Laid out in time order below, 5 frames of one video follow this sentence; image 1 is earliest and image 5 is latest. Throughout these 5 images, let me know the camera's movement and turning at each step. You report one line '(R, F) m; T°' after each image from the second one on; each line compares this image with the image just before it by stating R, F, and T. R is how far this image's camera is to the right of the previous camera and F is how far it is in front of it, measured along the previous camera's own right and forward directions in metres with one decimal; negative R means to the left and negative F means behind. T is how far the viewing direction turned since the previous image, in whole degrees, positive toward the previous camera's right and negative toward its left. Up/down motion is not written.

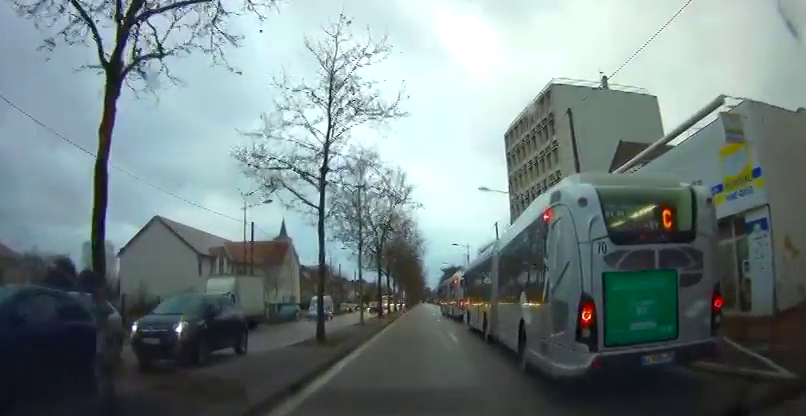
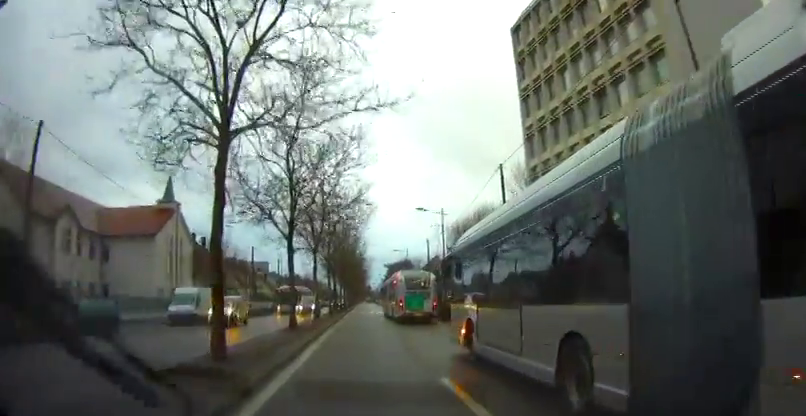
(+2.6, +22.7) m; +10°
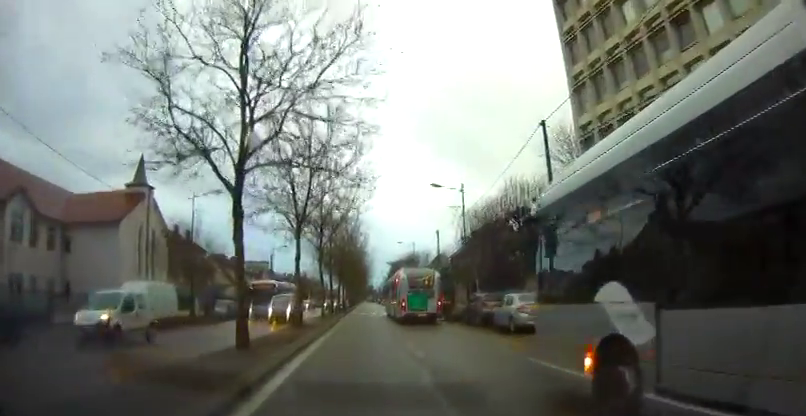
(0.0, +7.1) m; 0°
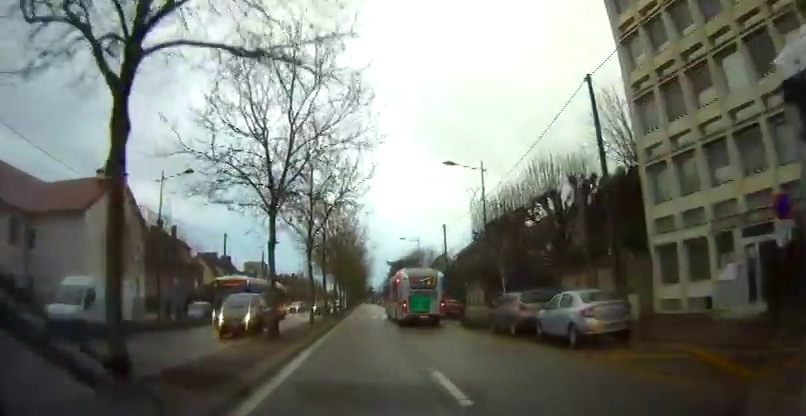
(-0.1, +5.3) m; 0°
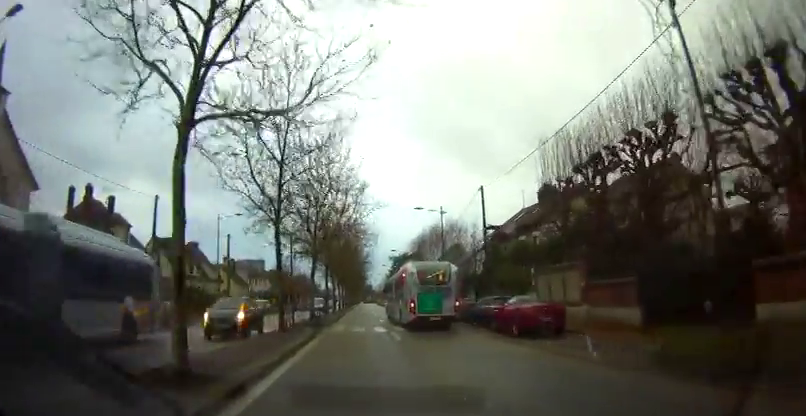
(+0.1, +17.5) m; 0°
